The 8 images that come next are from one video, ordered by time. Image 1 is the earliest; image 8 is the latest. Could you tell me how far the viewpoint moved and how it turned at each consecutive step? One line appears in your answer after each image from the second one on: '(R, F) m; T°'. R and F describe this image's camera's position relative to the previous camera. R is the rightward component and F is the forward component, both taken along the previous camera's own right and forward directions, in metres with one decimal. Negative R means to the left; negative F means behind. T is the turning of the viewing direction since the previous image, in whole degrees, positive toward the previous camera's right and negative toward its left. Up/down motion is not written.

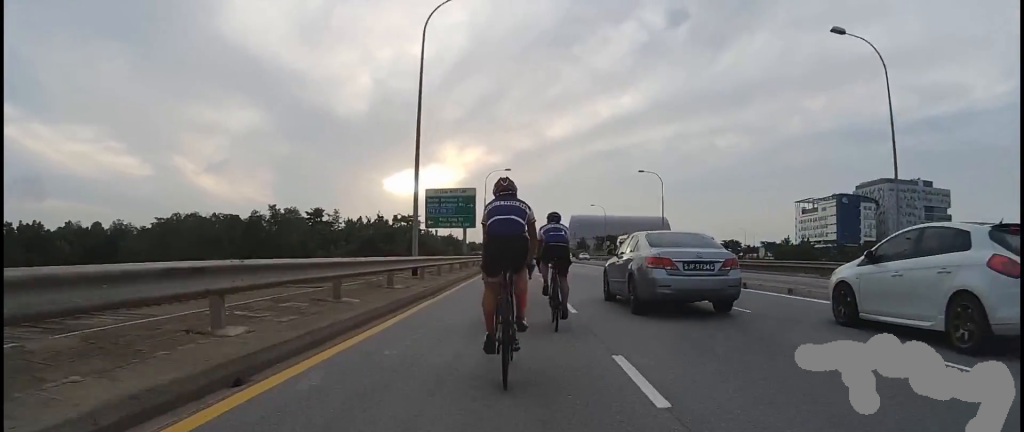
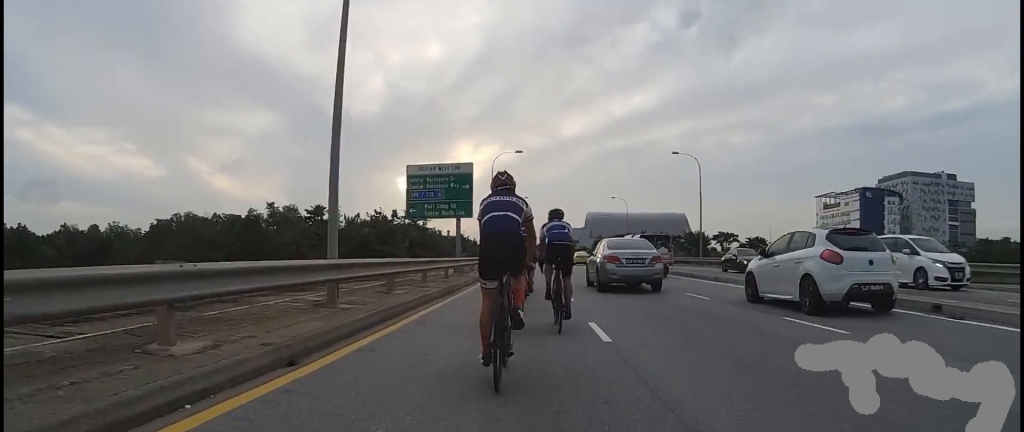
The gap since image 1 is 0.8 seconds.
(-0.3, +9.2) m; +2°
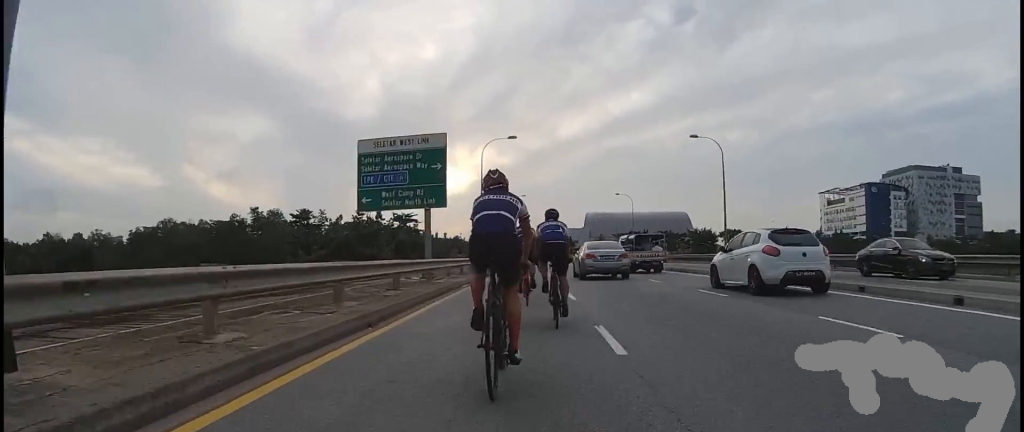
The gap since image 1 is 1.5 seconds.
(+0.1, +7.3) m; +1°
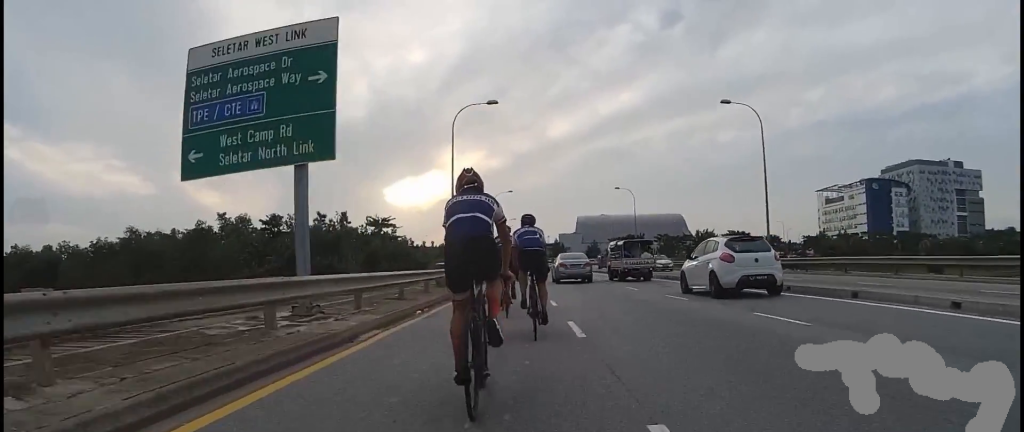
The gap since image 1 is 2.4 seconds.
(+0.6, +10.3) m; -1°
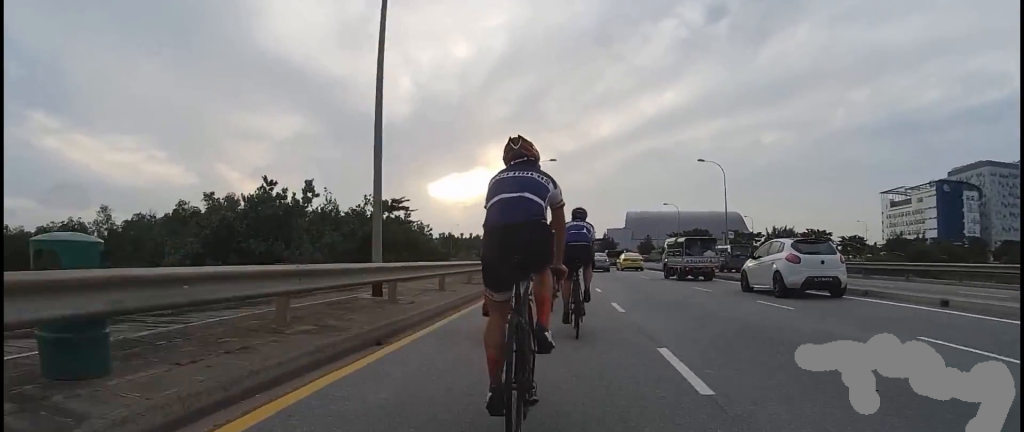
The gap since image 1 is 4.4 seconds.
(-0.9, +21.6) m; -2°
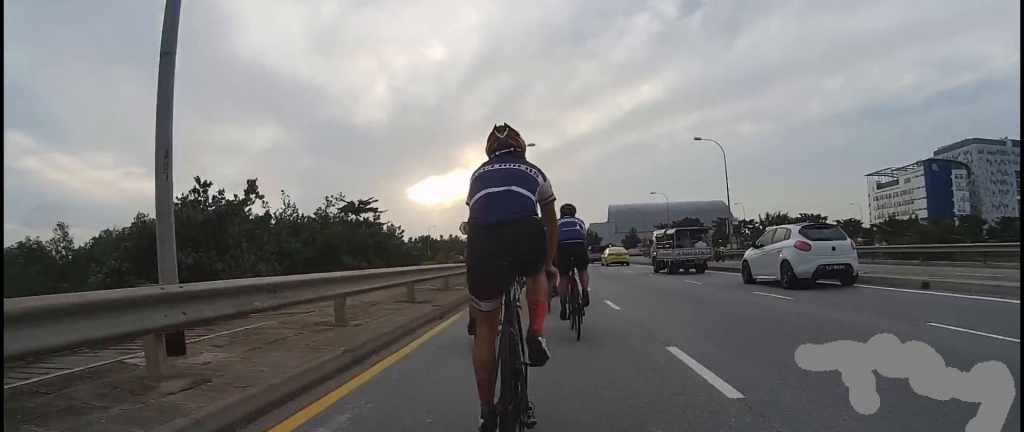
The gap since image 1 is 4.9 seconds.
(-0.5, +6.1) m; +2°
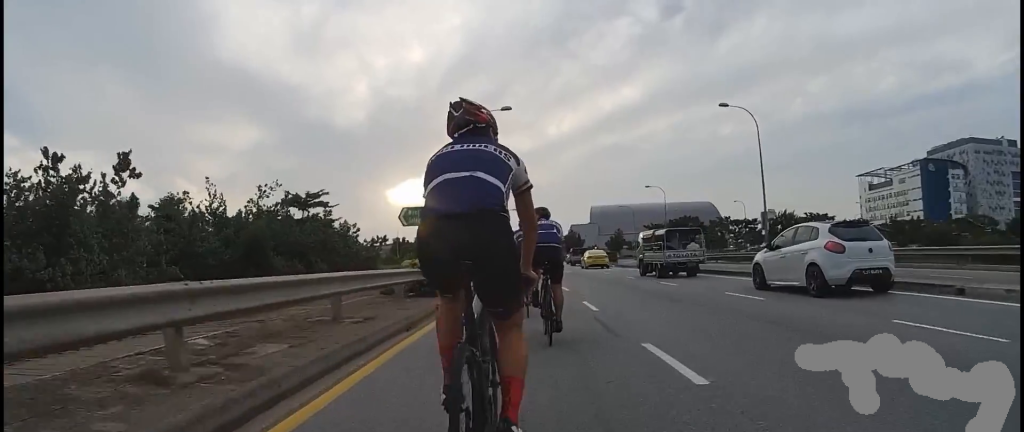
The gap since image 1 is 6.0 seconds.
(+1.0, +11.4) m; +1°
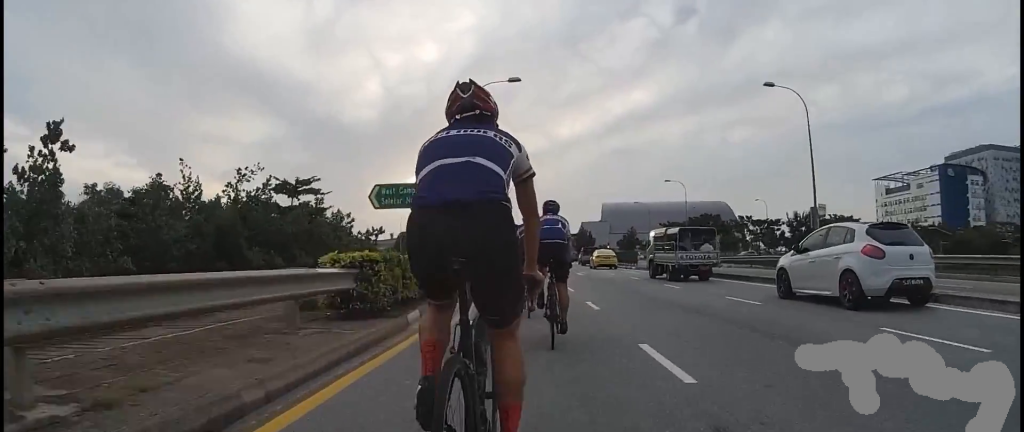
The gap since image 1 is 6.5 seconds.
(-0.2, +5.6) m; 0°
